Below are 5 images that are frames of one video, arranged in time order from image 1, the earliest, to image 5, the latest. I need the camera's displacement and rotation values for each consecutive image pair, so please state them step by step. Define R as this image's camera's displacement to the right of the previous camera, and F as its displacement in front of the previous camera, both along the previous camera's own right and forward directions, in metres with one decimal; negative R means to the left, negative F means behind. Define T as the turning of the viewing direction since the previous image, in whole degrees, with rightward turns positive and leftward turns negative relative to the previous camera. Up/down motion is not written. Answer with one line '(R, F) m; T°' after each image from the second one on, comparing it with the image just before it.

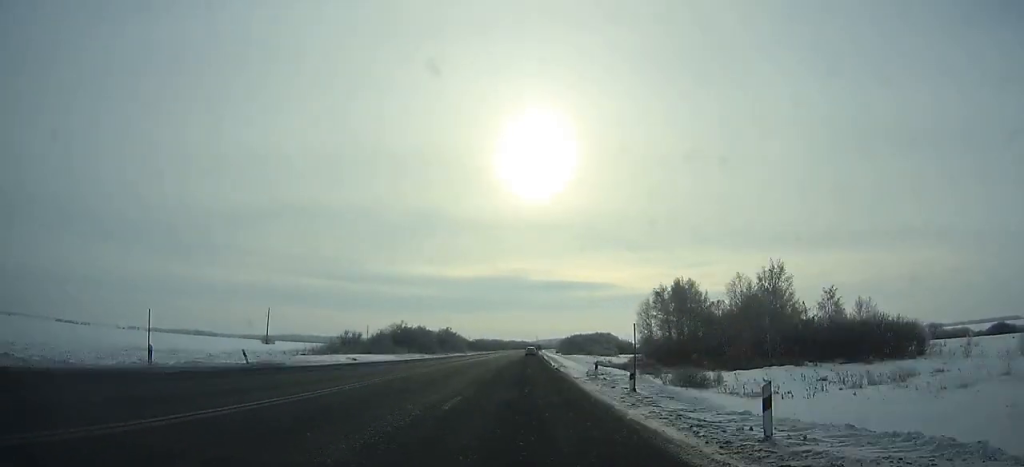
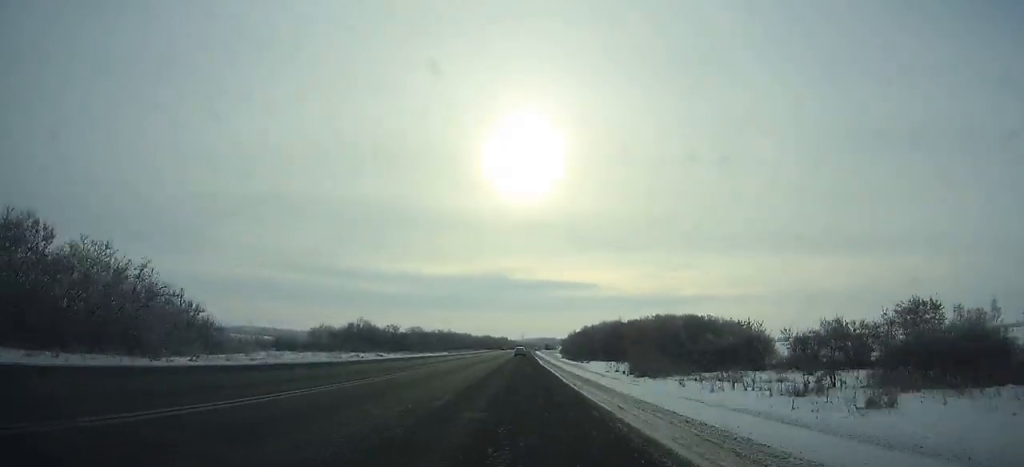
(+1.6, +190.5) m; +1°
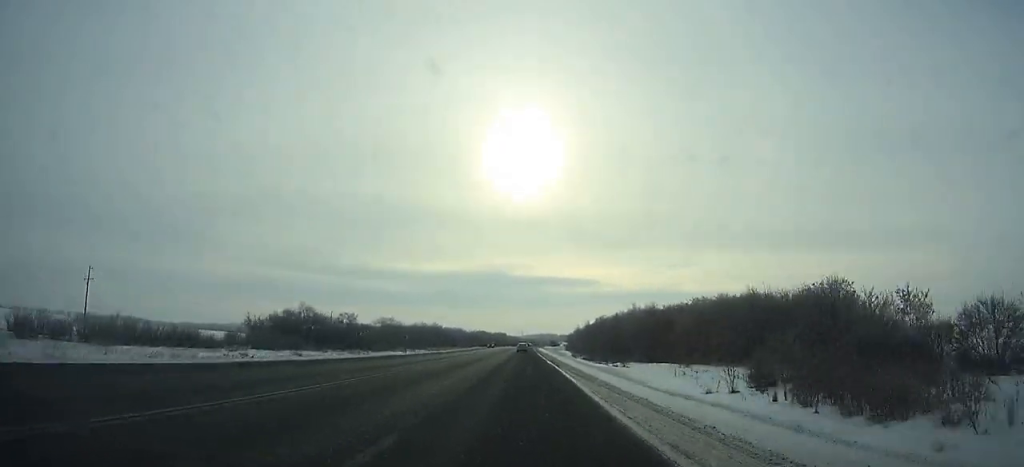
(+0.3, +42.6) m; 0°
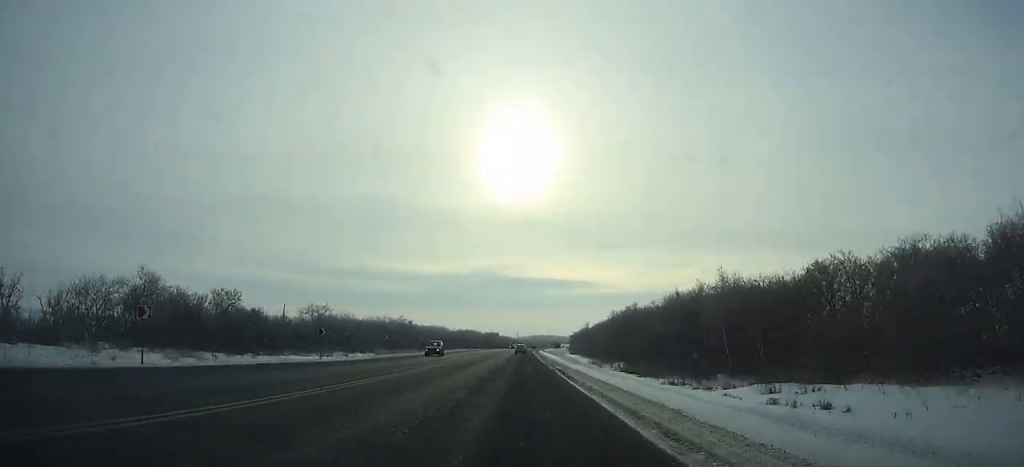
(+0.2, +49.9) m; 0°
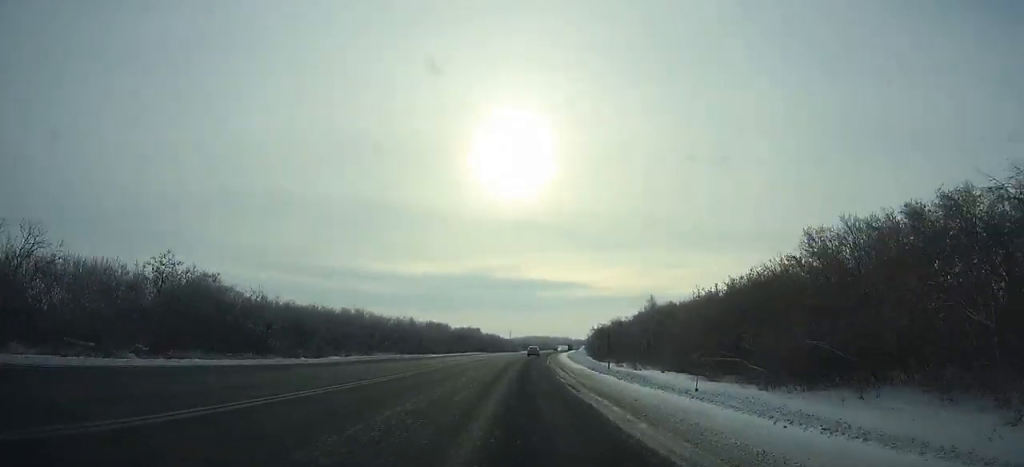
(+1.0, +106.5) m; +2°
